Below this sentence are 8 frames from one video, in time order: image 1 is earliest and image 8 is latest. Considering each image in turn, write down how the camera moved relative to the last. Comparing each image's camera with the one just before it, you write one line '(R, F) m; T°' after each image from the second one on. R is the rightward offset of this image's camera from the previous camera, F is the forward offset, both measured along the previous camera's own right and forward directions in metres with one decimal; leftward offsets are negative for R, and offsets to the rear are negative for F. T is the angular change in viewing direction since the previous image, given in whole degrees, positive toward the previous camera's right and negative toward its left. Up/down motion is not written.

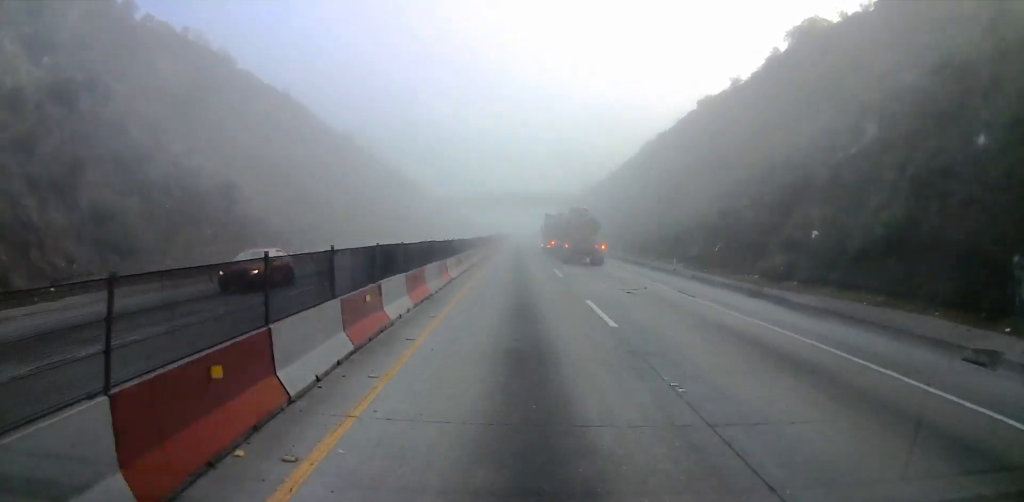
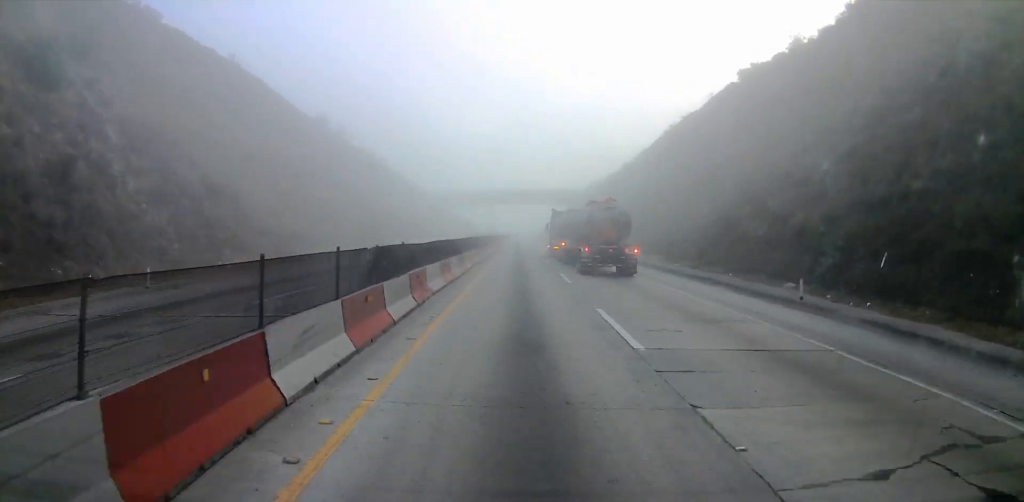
(-0.2, +17.7) m; -2°
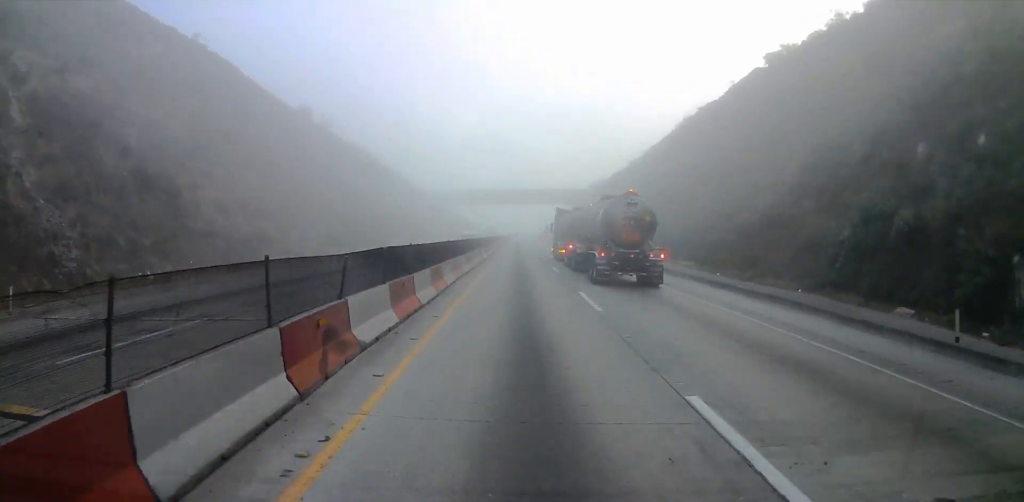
(-0.1, +8.4) m; -1°
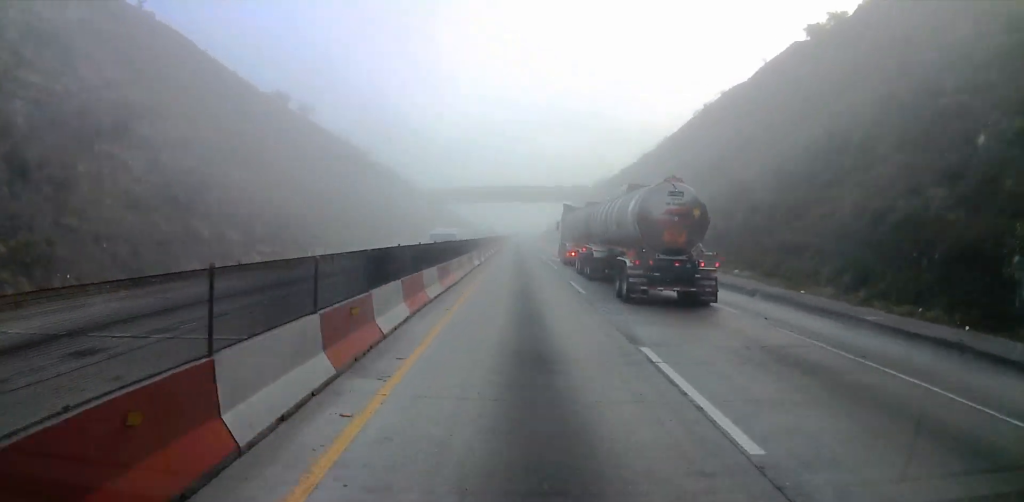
(-0.1, +10.7) m; 0°
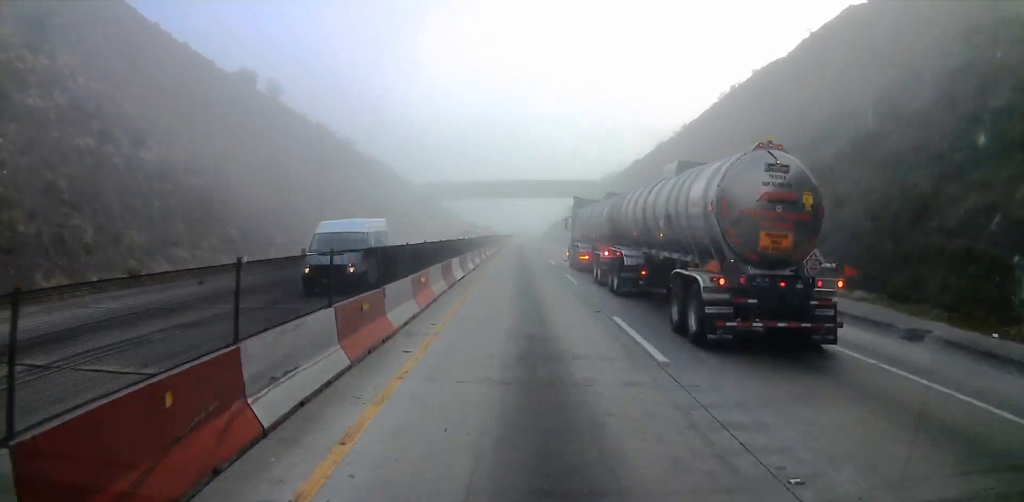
(-0.1, +11.8) m; +1°
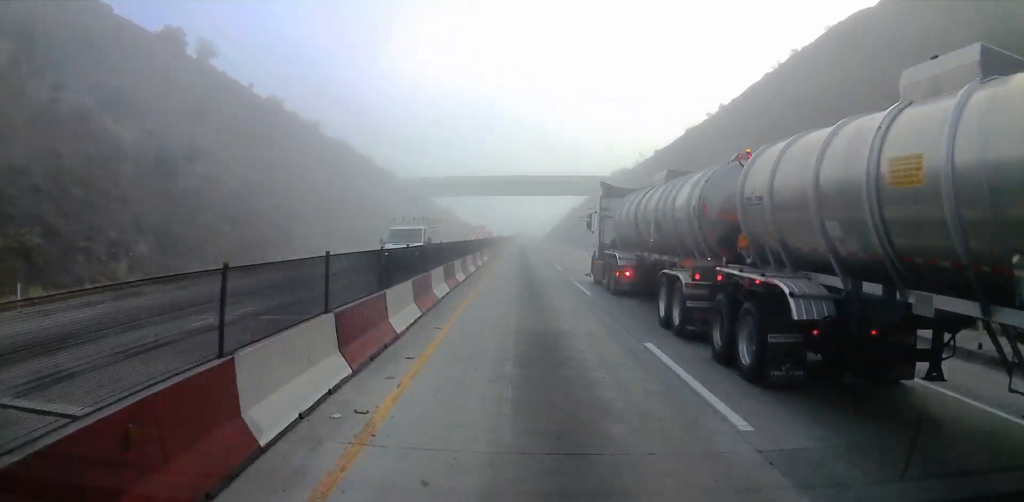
(+0.4, +21.1) m; 0°
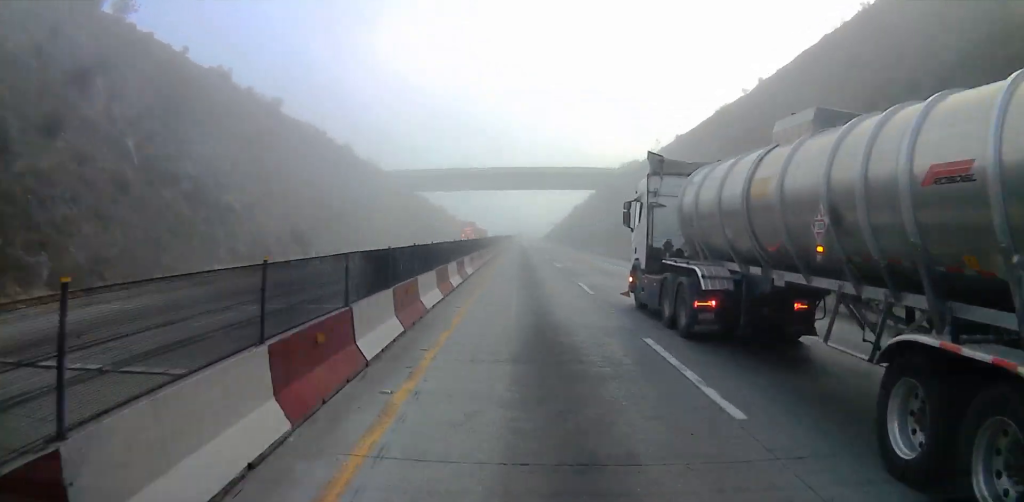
(-0.1, +16.7) m; -1°
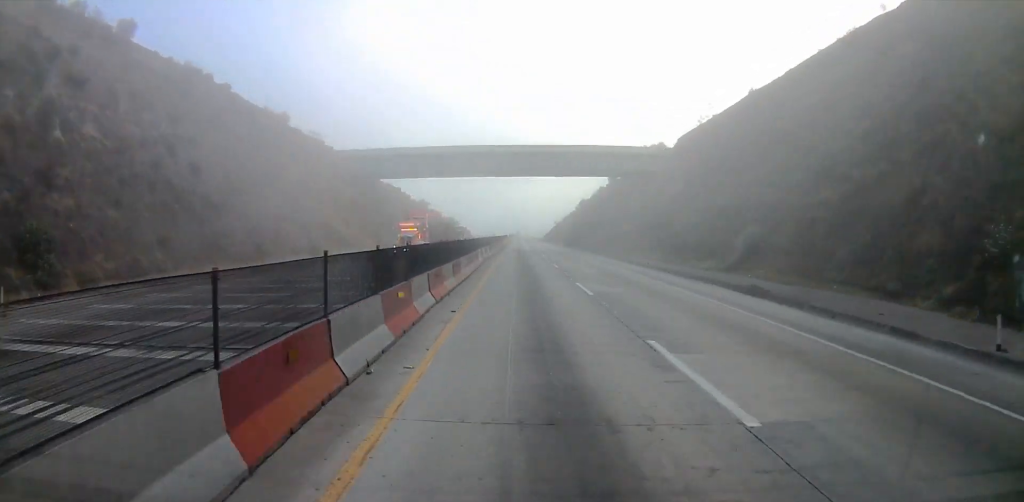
(-0.6, +34.5) m; -1°
